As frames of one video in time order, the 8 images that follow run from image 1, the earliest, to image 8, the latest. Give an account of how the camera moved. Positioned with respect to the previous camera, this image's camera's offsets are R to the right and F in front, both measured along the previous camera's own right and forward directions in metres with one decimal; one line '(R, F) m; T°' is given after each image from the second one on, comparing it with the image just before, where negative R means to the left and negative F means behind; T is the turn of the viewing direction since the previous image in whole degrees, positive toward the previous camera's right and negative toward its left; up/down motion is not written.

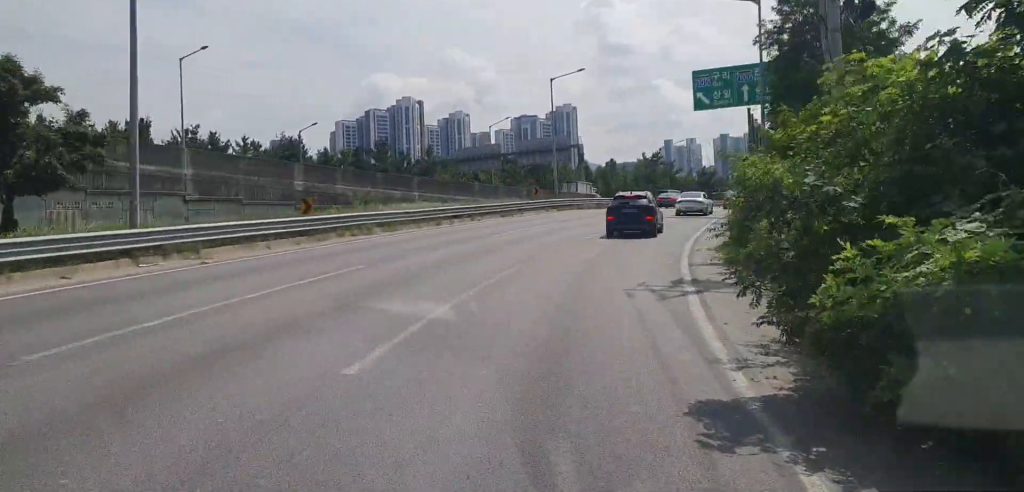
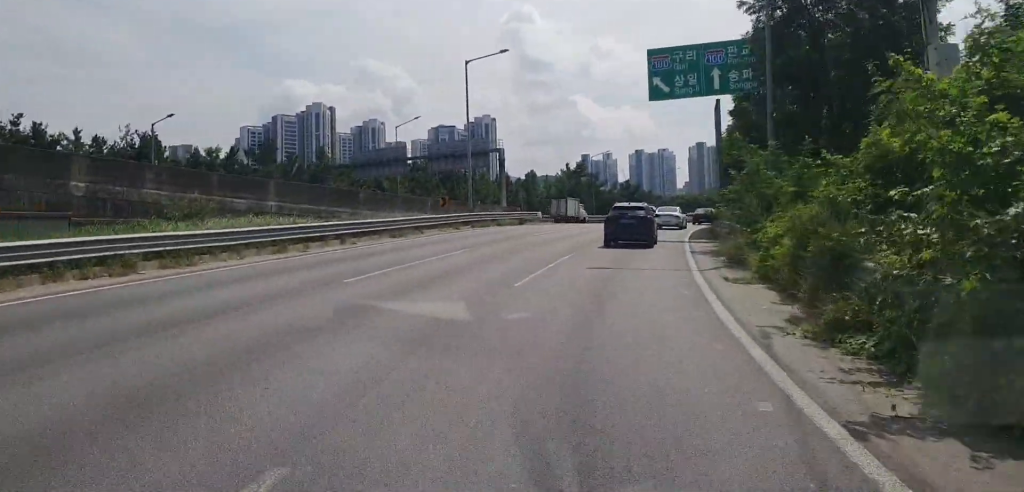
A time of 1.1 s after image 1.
(+0.7, +12.3) m; +8°
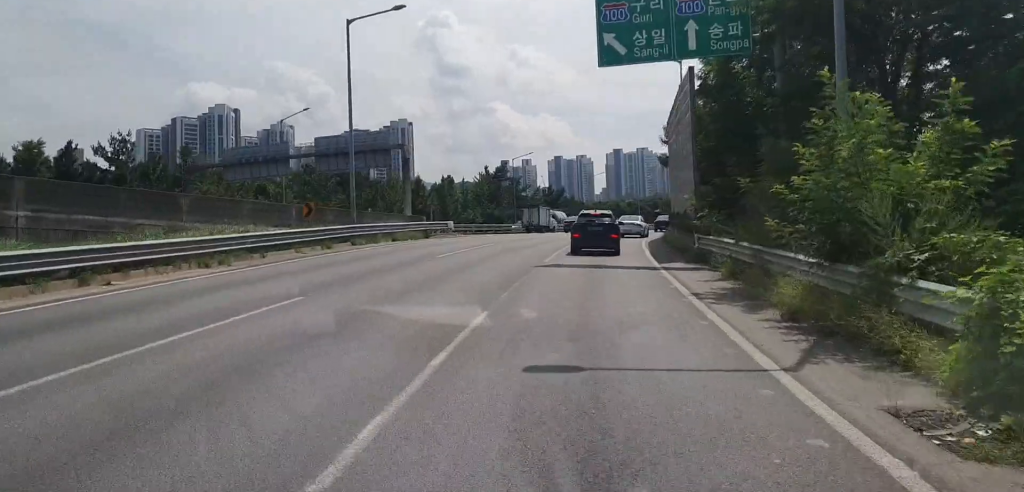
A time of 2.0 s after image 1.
(+0.8, +11.5) m; +7°
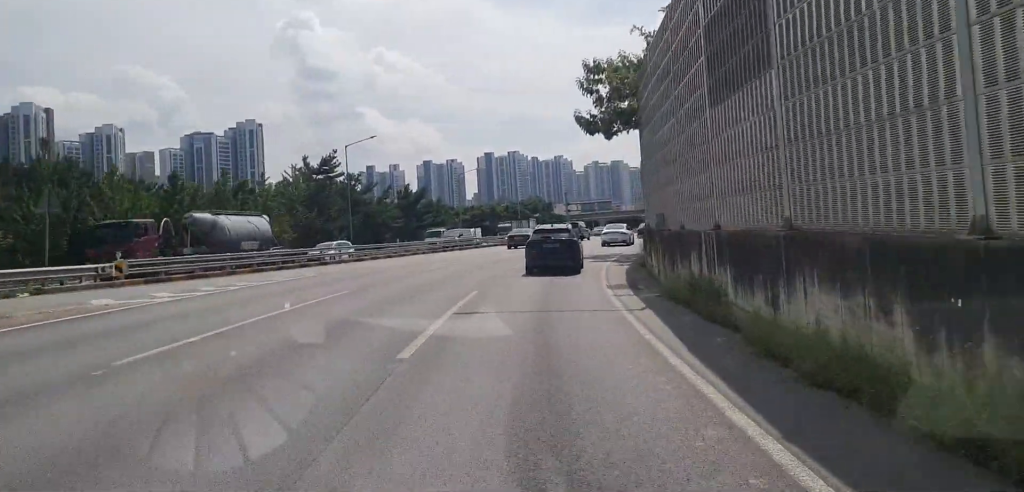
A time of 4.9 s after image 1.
(+3.3, +34.6) m; +9°
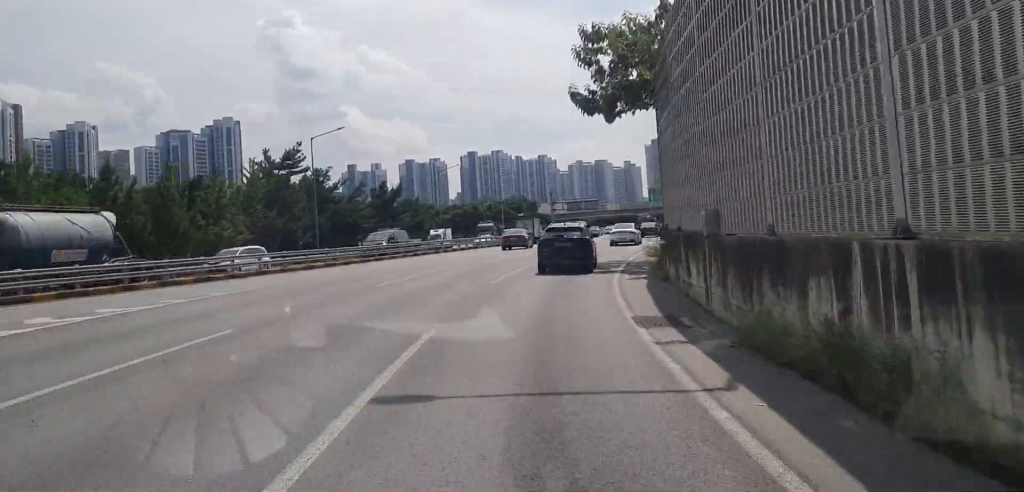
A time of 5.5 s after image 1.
(+0.1, +7.2) m; +1°
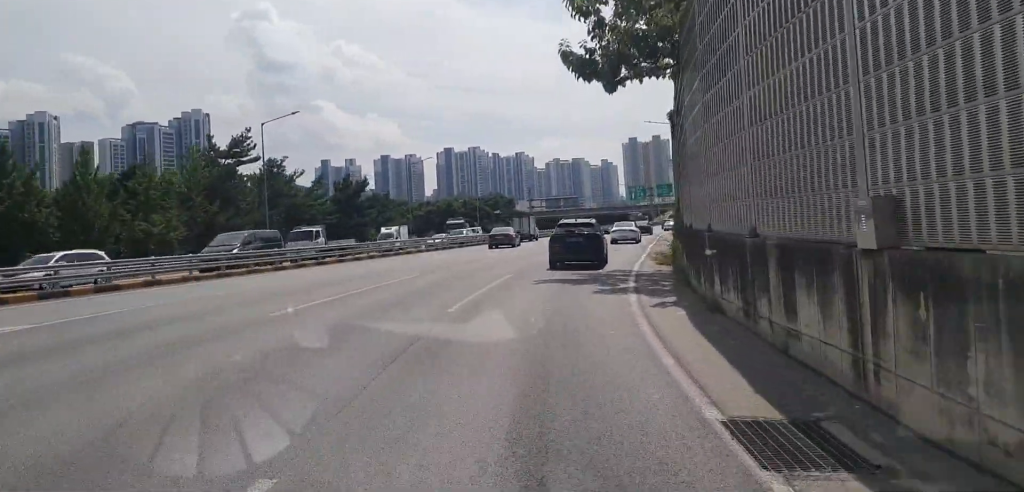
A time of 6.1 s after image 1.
(+0.1, +7.5) m; +1°
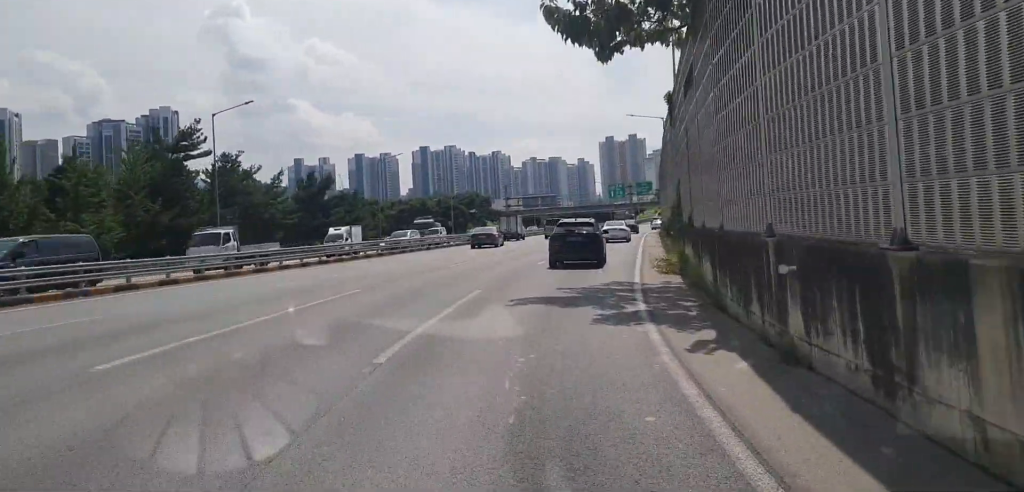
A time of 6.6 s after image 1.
(0.0, +5.1) m; +1°
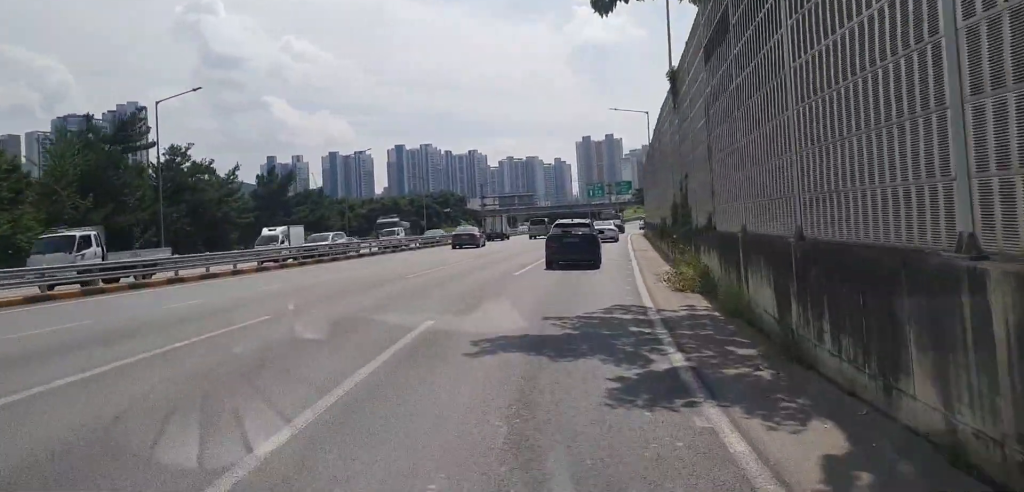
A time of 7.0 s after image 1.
(-0.1, +5.1) m; +1°
